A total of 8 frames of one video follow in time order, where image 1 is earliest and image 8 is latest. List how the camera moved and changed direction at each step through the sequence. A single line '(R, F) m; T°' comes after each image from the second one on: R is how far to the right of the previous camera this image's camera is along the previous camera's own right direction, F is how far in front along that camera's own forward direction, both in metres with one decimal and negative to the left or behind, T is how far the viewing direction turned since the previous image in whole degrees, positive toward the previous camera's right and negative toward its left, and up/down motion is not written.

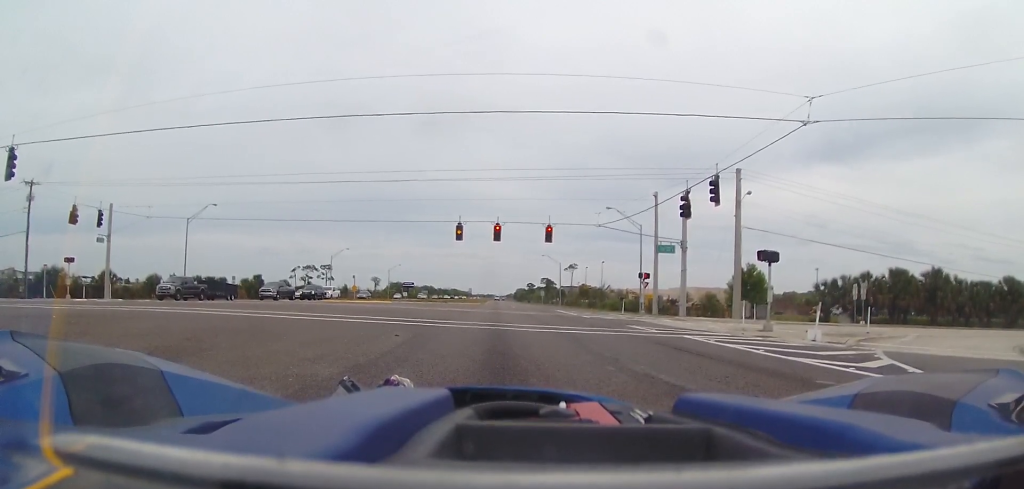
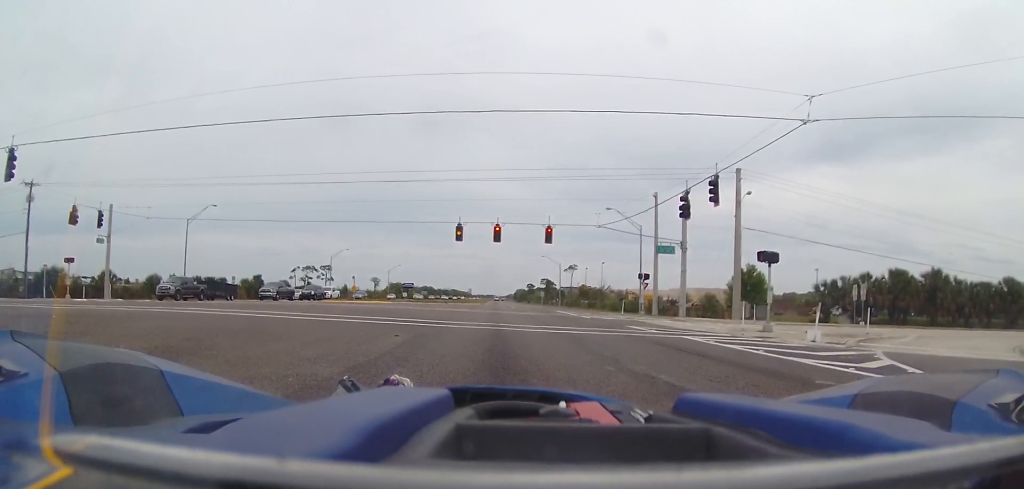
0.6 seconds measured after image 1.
(0.0, 0.0) m; 0°
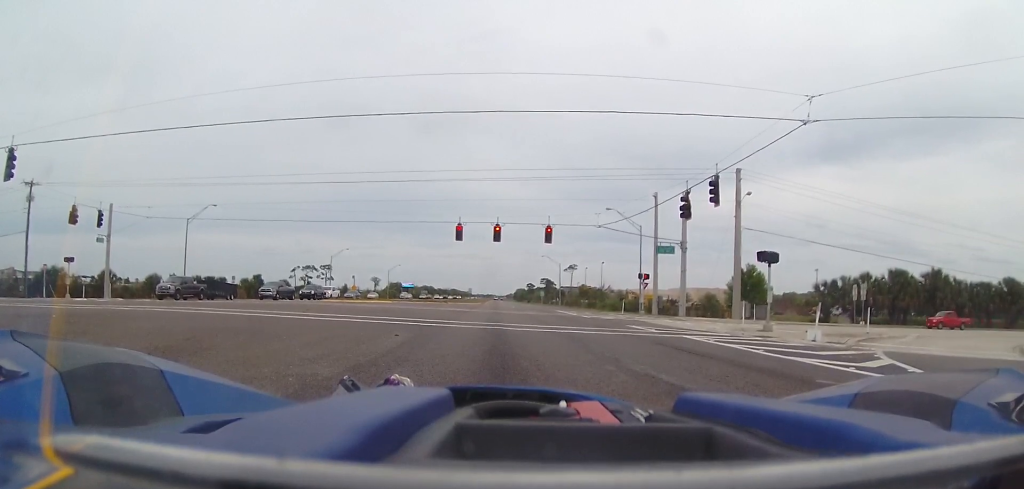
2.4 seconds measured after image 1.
(0.0, 0.0) m; 0°
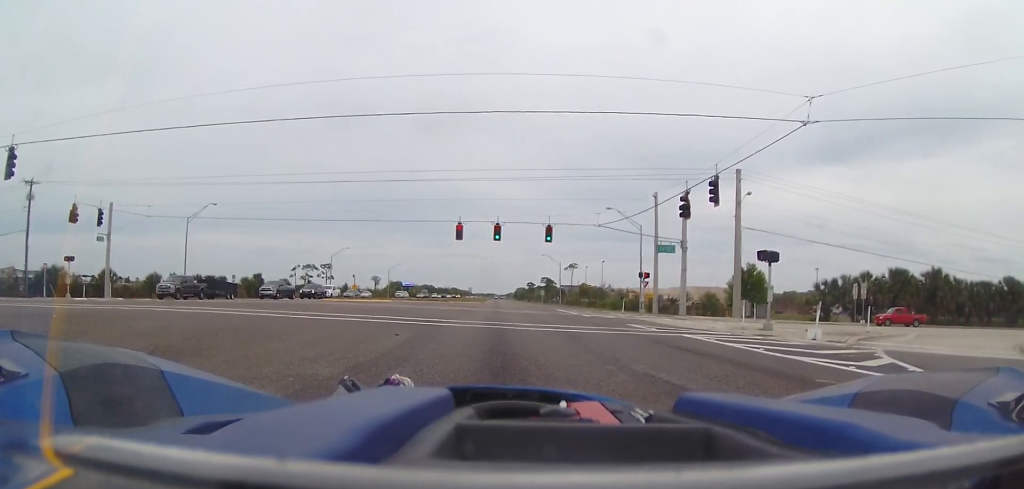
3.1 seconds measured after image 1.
(0.0, 0.0) m; 0°
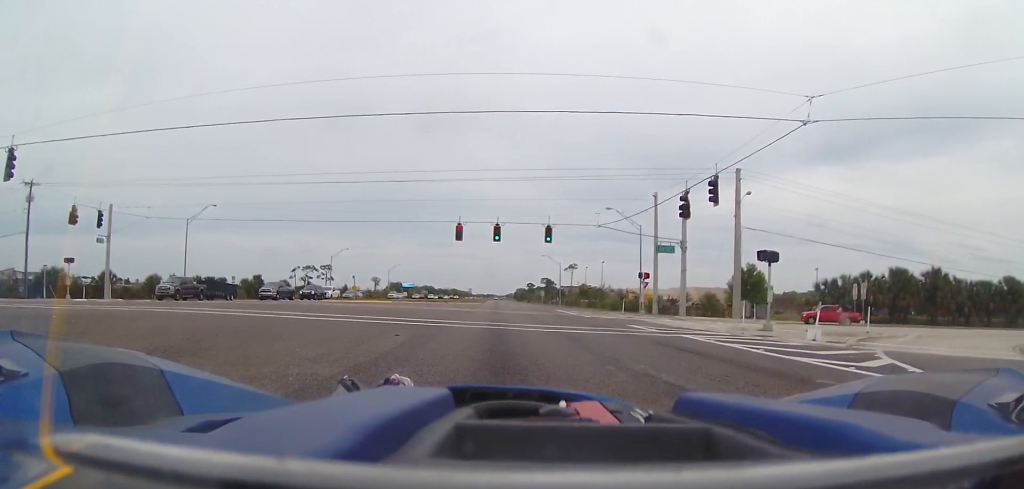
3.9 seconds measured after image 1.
(0.0, 0.0) m; 0°
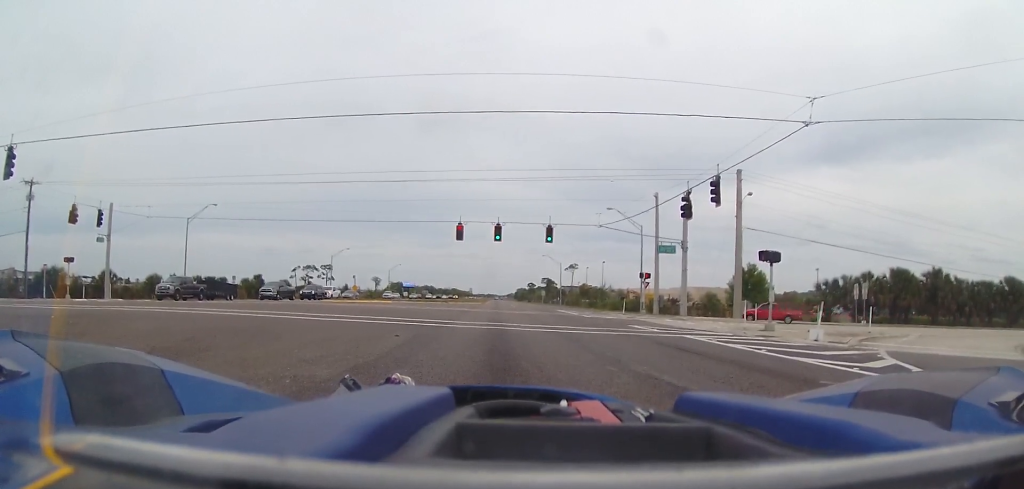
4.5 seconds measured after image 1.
(0.0, 0.0) m; 0°
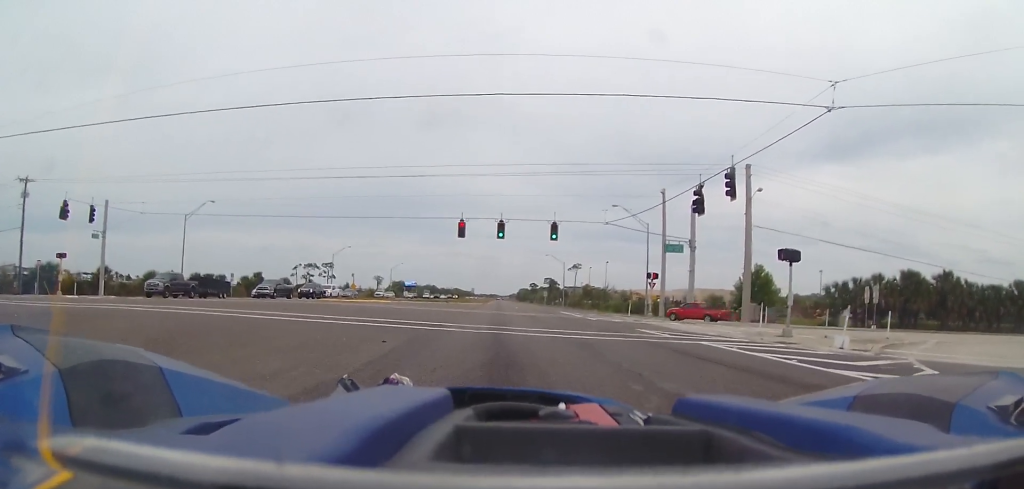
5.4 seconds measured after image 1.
(0.0, +1.1) m; 0°
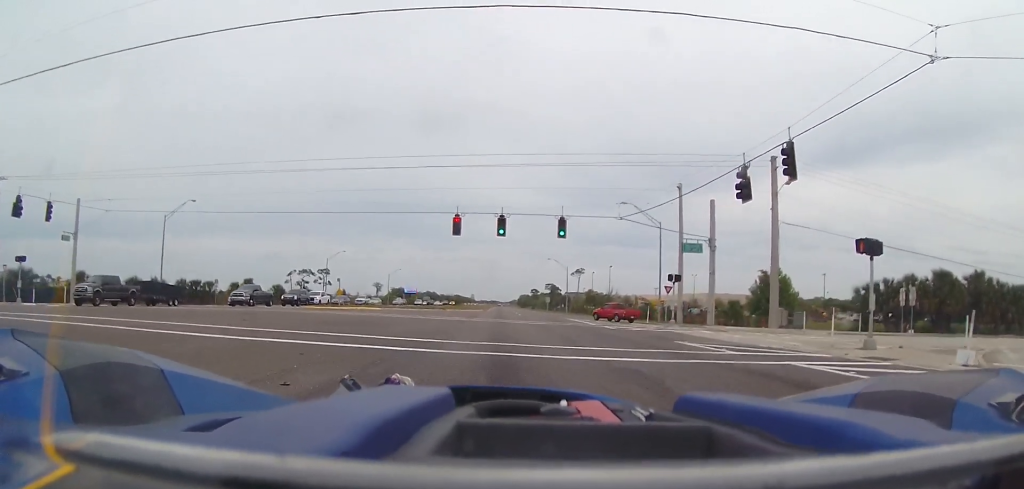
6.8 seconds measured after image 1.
(0.0, +5.2) m; 0°
